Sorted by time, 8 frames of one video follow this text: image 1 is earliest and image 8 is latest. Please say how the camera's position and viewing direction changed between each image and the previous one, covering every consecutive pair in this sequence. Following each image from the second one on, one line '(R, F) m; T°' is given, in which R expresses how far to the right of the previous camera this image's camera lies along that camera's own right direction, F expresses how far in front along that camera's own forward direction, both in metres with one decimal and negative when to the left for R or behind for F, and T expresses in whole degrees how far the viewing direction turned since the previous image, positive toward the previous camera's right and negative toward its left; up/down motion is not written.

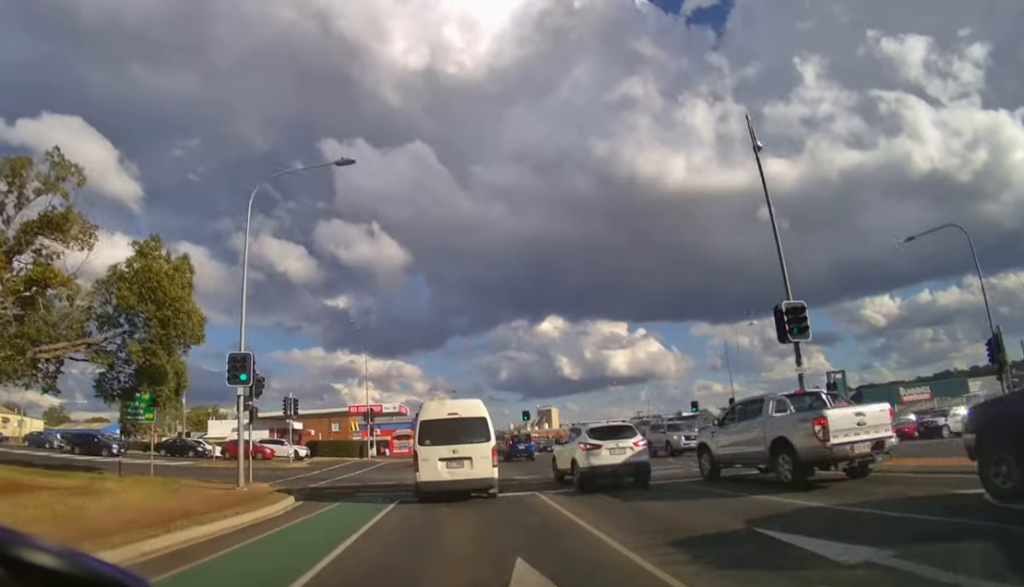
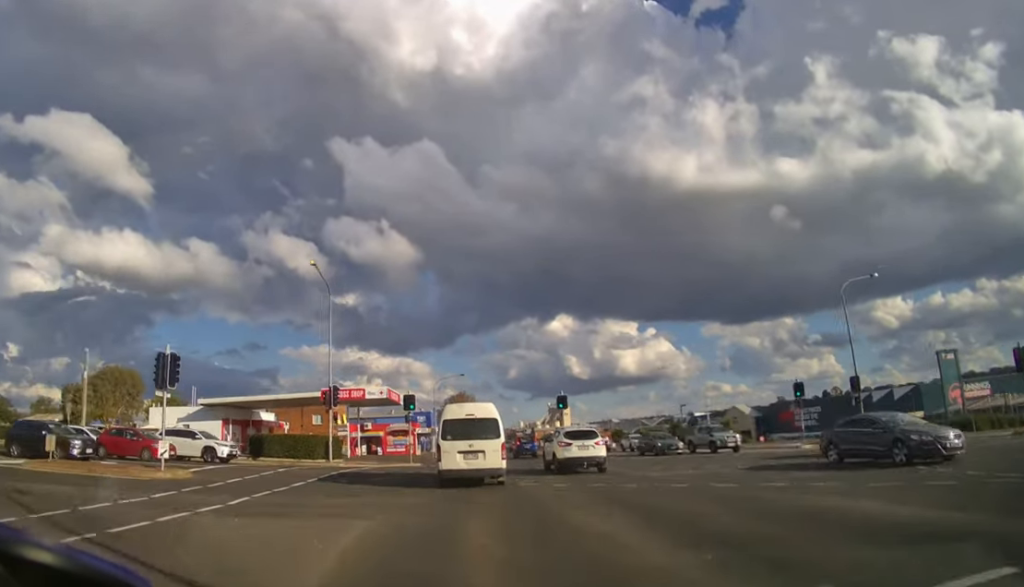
(0.0, +15.5) m; 0°
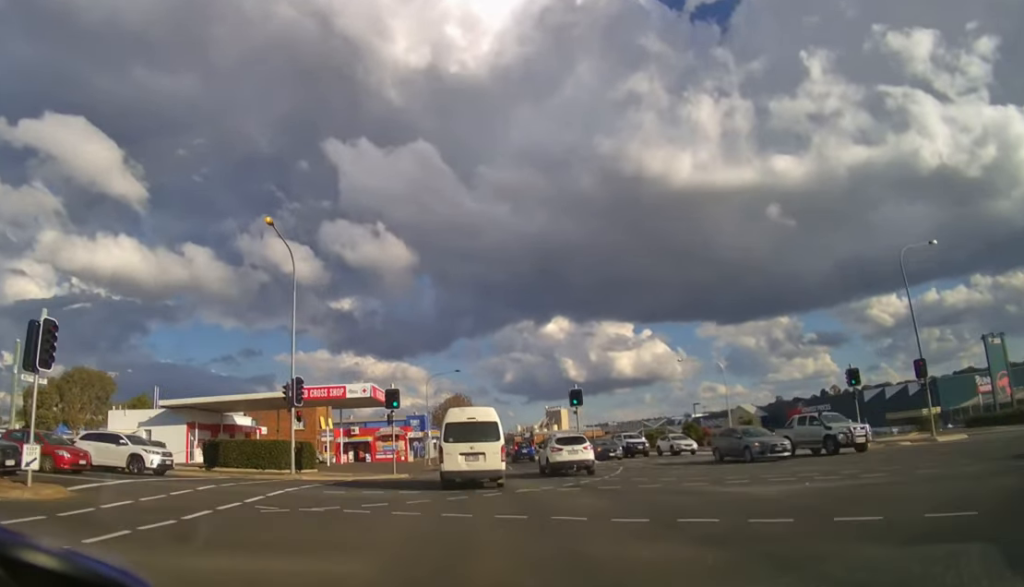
(0.0, +6.3) m; 0°
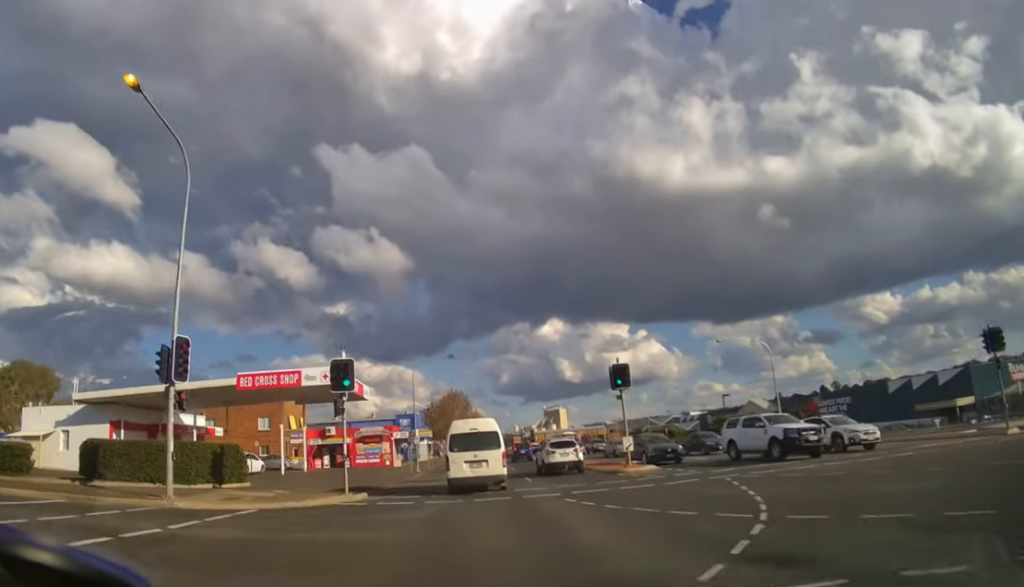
(+0.1, +11.2) m; +1°
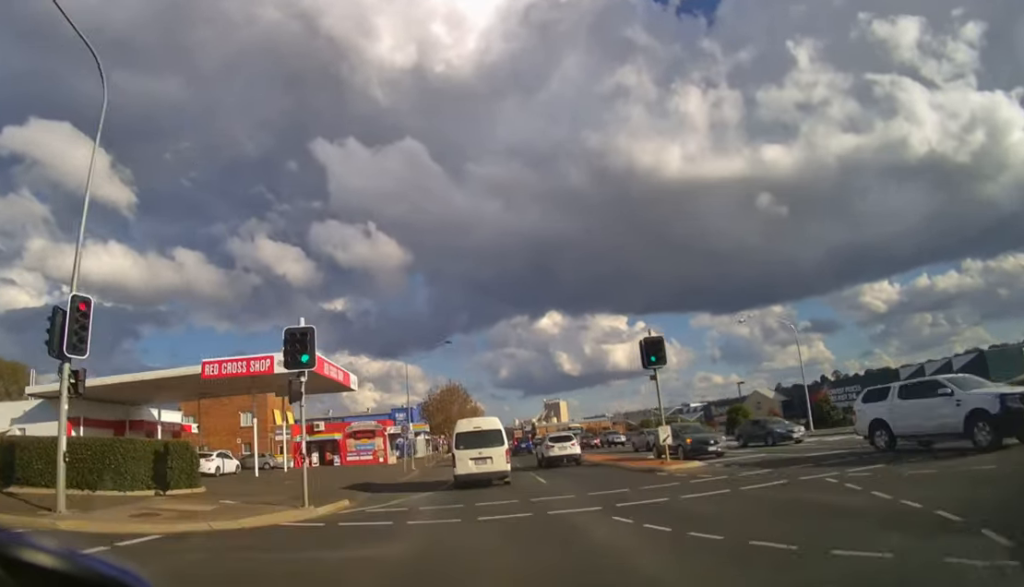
(0.0, +5.1) m; 0°
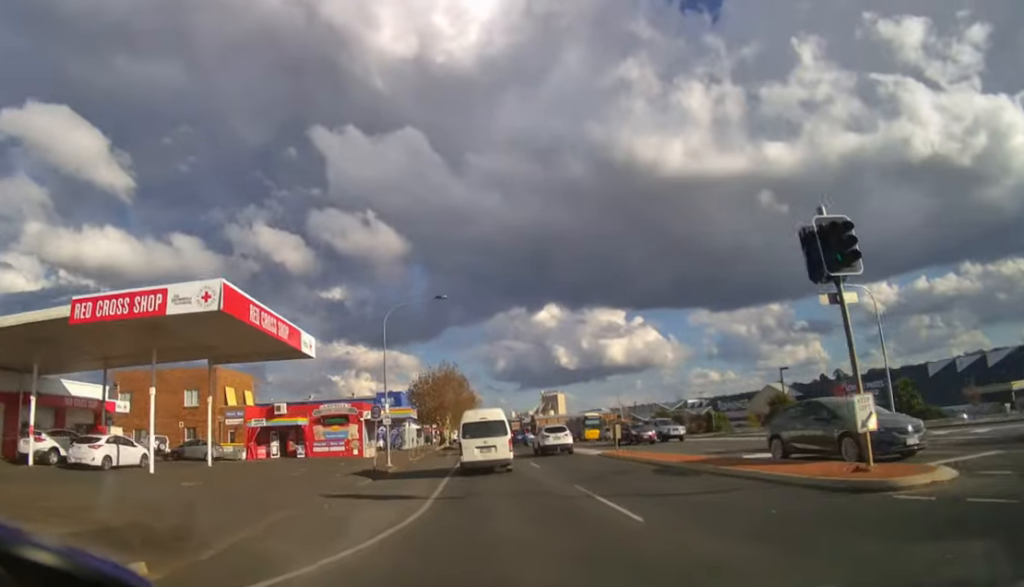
(0.0, +9.7) m; 0°
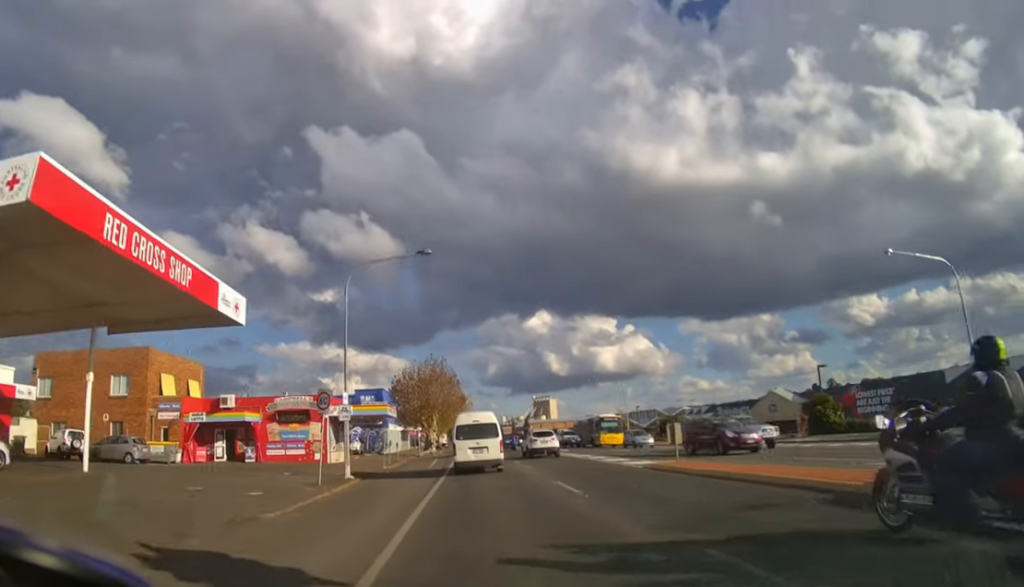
(0.0, +6.6) m; 0°
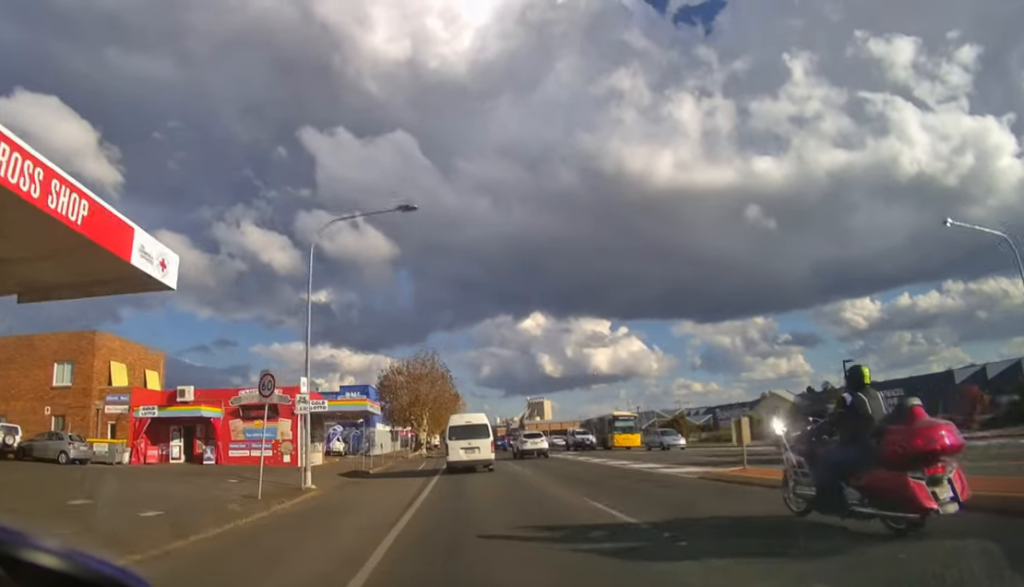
(0.0, +3.9) m; 0°
